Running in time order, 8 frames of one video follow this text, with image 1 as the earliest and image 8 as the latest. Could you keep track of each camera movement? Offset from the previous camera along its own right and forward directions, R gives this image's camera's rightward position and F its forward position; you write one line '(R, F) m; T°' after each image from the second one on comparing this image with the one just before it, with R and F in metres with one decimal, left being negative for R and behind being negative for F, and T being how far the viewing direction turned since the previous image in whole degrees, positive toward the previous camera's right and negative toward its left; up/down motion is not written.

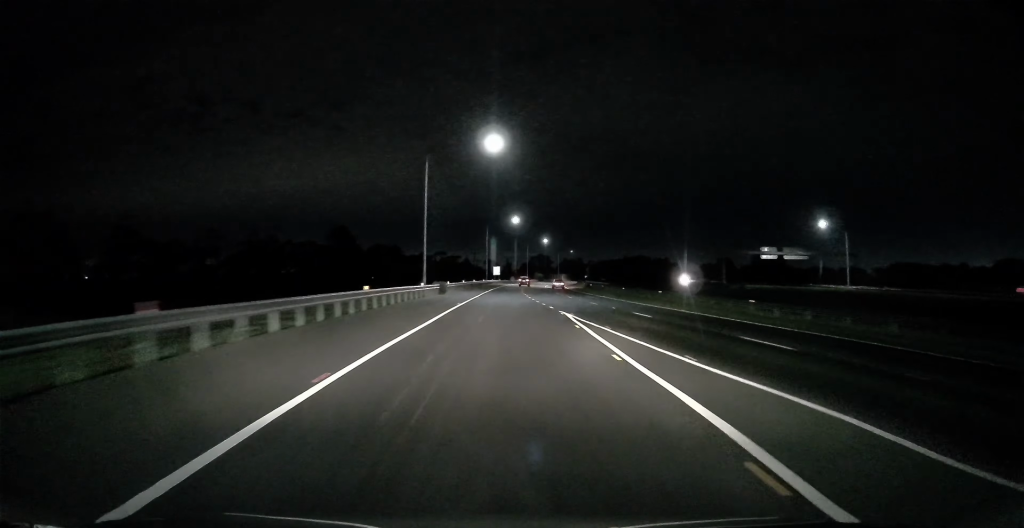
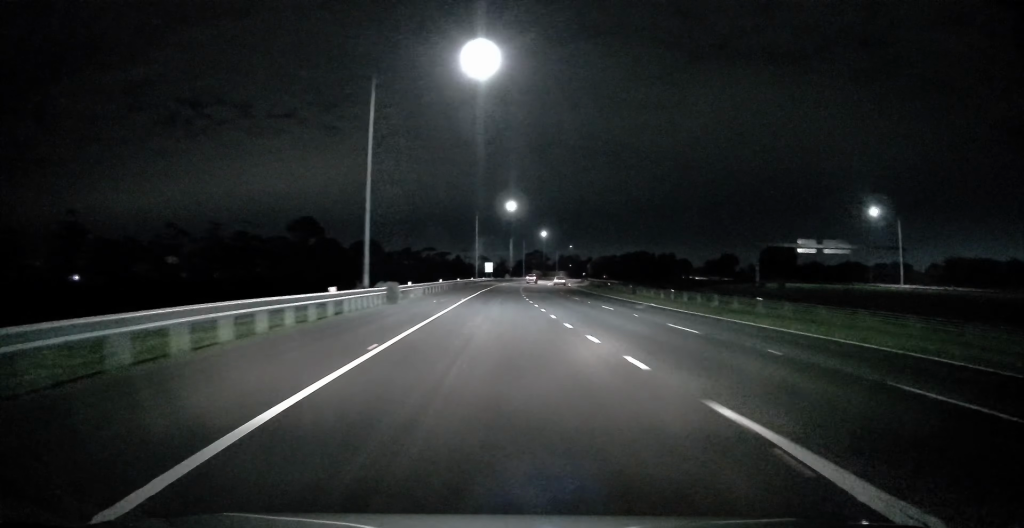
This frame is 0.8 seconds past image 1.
(-0.3, +20.7) m; -1°
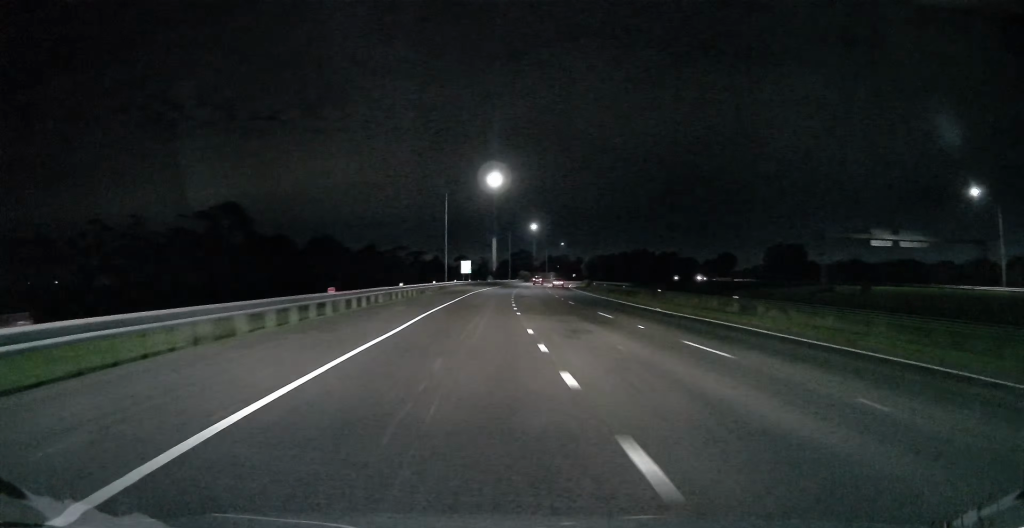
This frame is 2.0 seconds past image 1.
(-0.4, +29.8) m; -2°
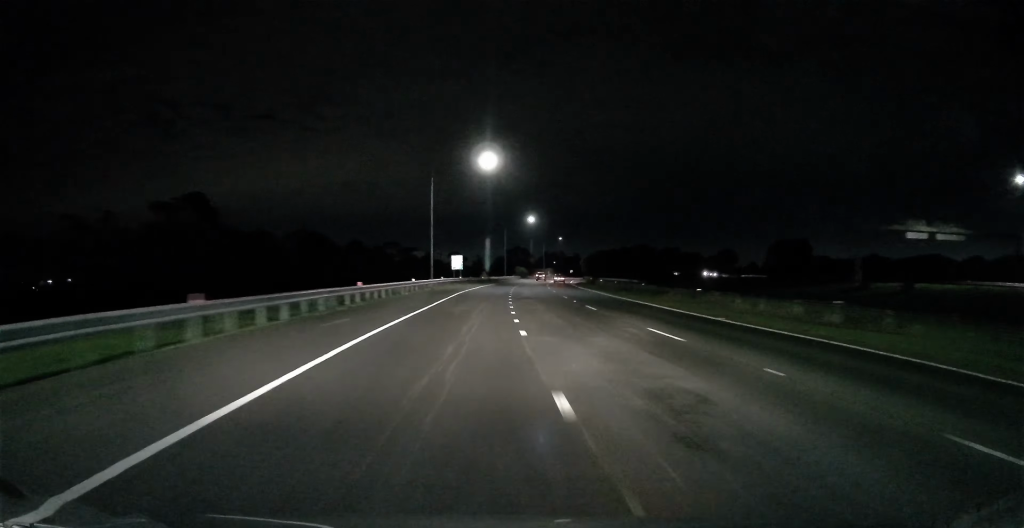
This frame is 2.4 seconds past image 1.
(-0.2, +10.0) m; 0°
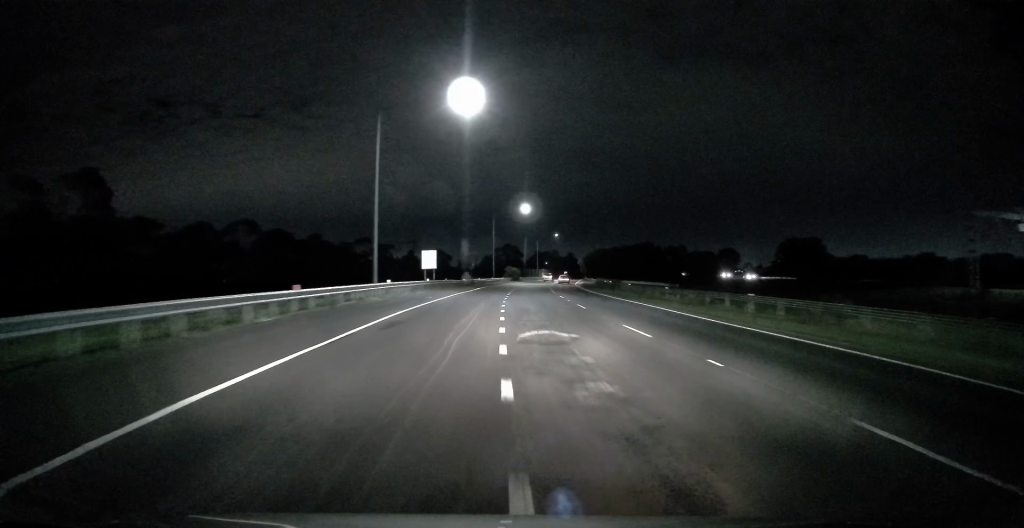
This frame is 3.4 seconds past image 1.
(-0.2, +23.4) m; 0°
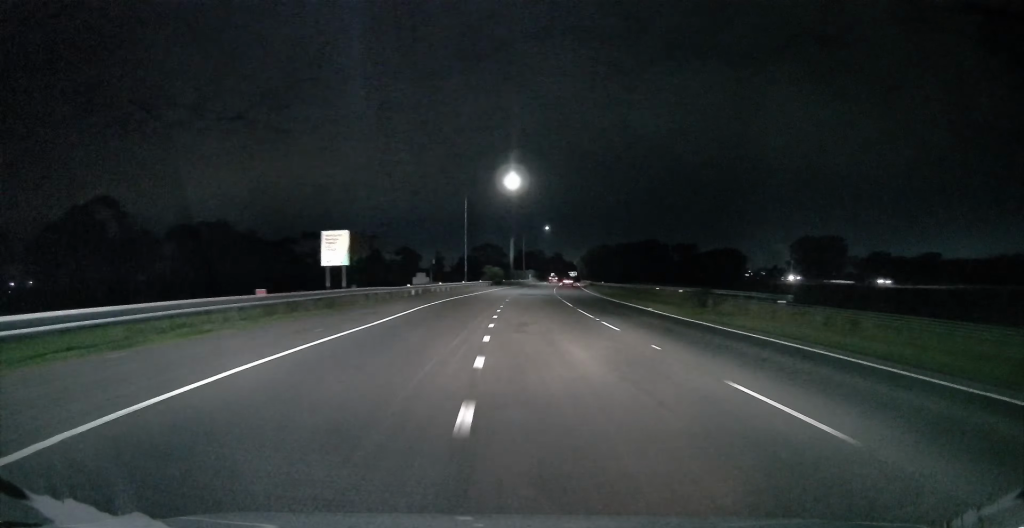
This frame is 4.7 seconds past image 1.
(-0.6, +33.8) m; -3°
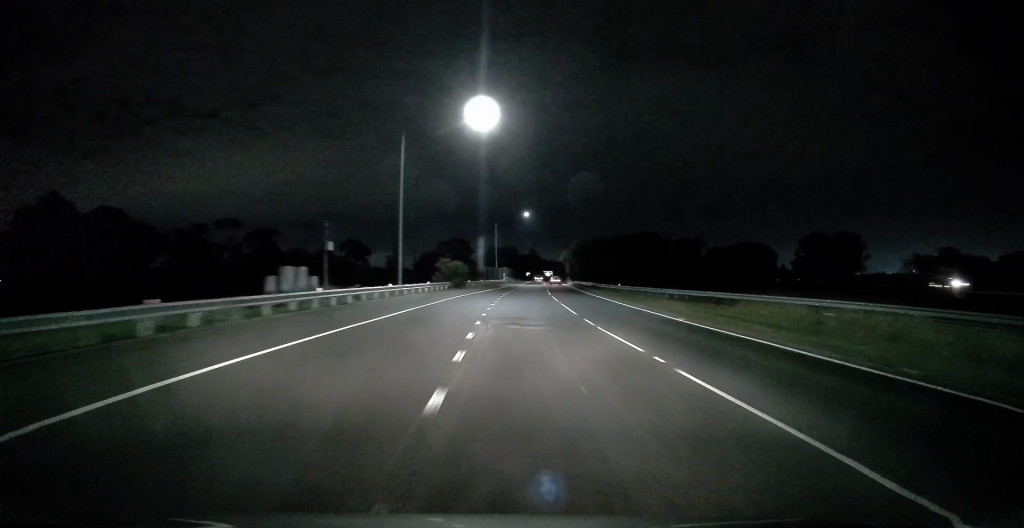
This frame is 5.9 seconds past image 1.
(-0.1, +31.7) m; 0°
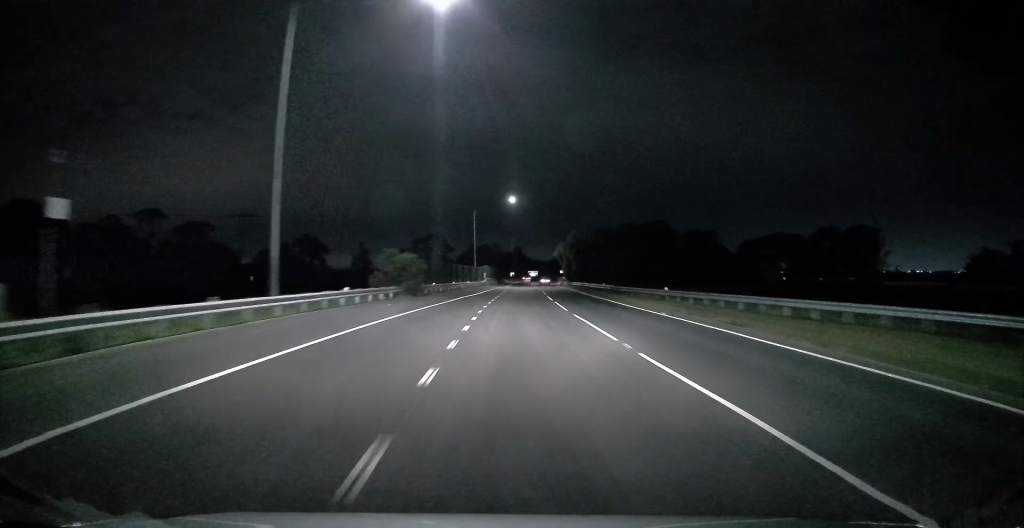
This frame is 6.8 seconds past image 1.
(-0.2, +22.6) m; -3°
